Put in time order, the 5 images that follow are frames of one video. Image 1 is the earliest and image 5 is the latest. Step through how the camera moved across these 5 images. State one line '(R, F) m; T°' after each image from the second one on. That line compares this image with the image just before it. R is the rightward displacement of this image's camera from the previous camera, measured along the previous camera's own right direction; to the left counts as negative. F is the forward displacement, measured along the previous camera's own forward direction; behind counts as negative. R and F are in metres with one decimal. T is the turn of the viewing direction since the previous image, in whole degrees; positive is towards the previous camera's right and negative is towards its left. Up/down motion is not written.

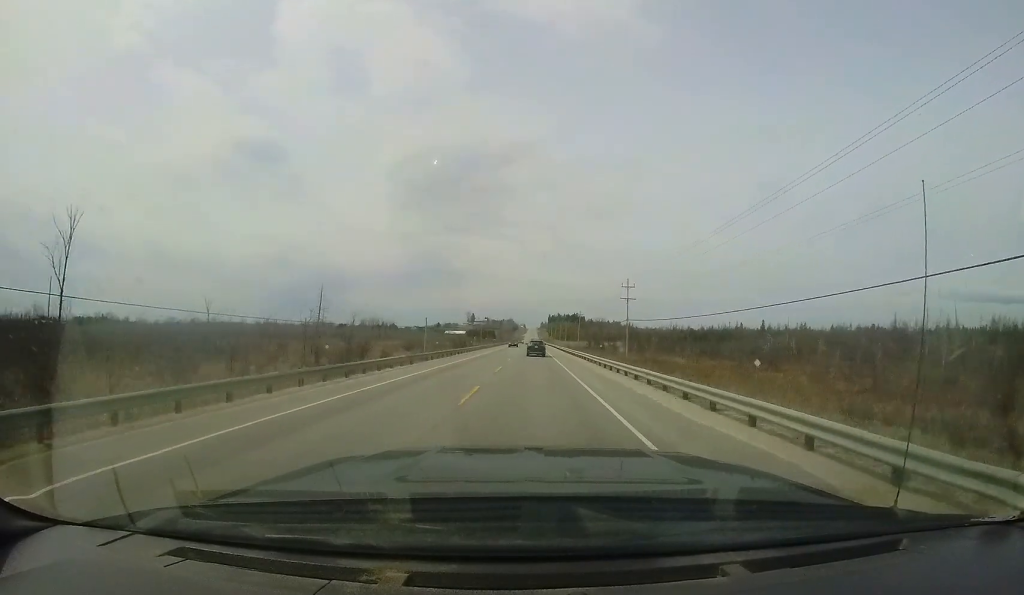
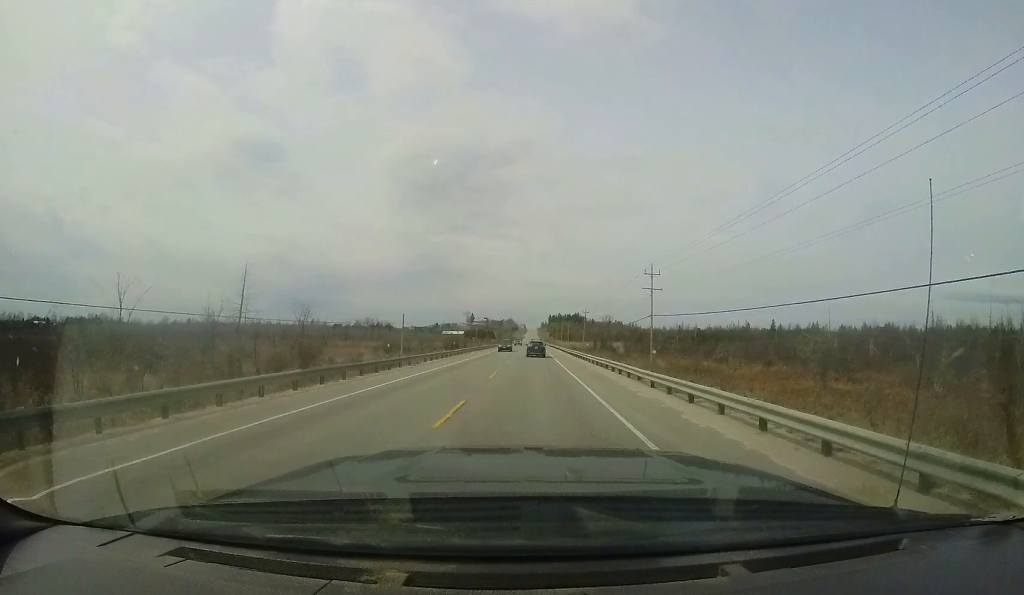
(0.0, +11.9) m; 0°
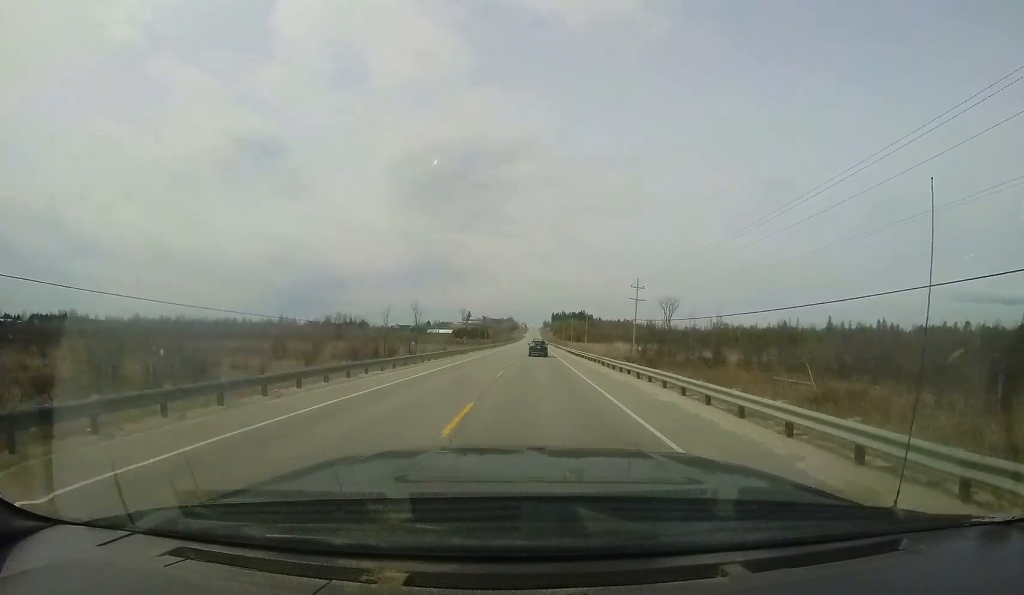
(+0.6, +54.0) m; -1°
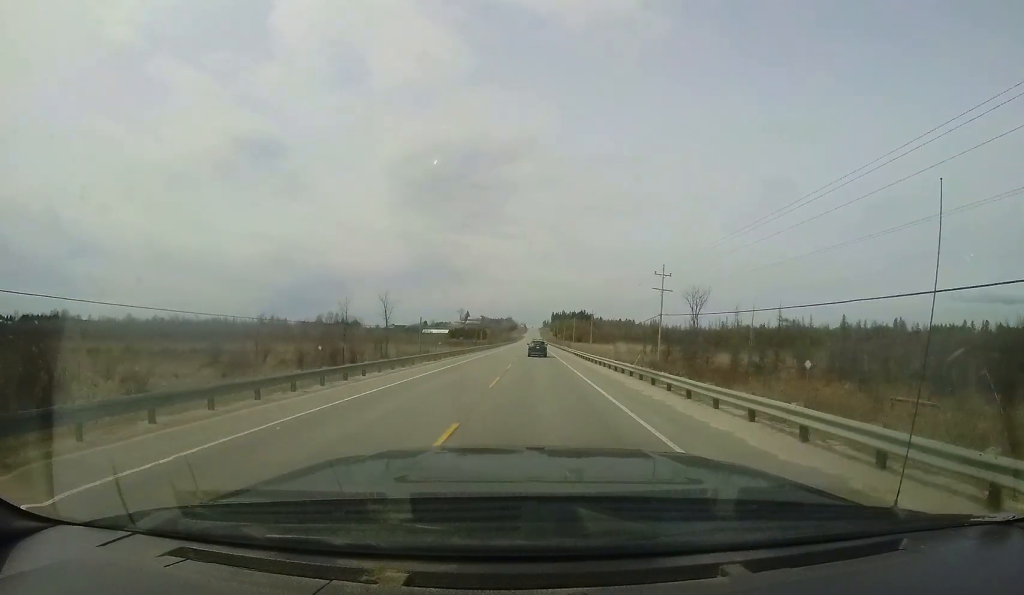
(0.0, +11.8) m; -1°
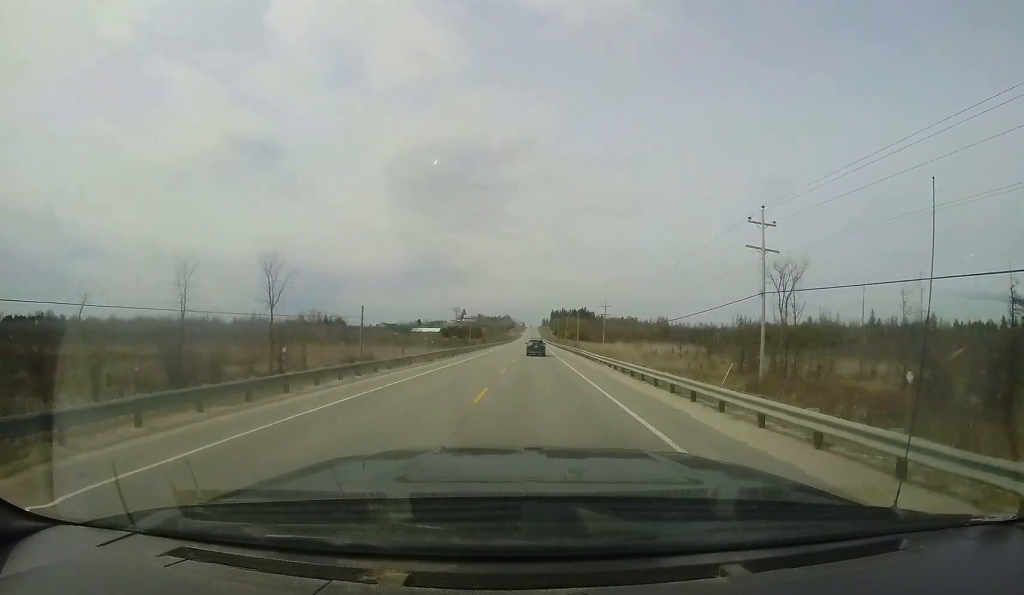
(-0.2, +21.3) m; 0°
